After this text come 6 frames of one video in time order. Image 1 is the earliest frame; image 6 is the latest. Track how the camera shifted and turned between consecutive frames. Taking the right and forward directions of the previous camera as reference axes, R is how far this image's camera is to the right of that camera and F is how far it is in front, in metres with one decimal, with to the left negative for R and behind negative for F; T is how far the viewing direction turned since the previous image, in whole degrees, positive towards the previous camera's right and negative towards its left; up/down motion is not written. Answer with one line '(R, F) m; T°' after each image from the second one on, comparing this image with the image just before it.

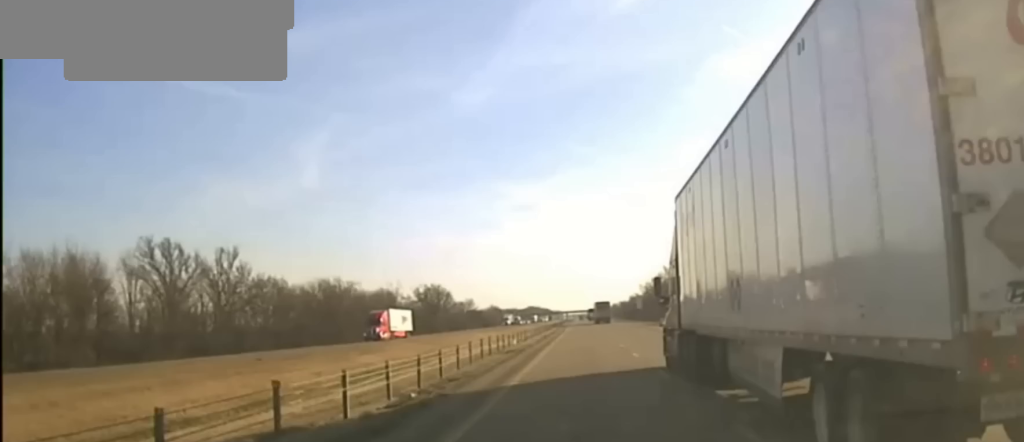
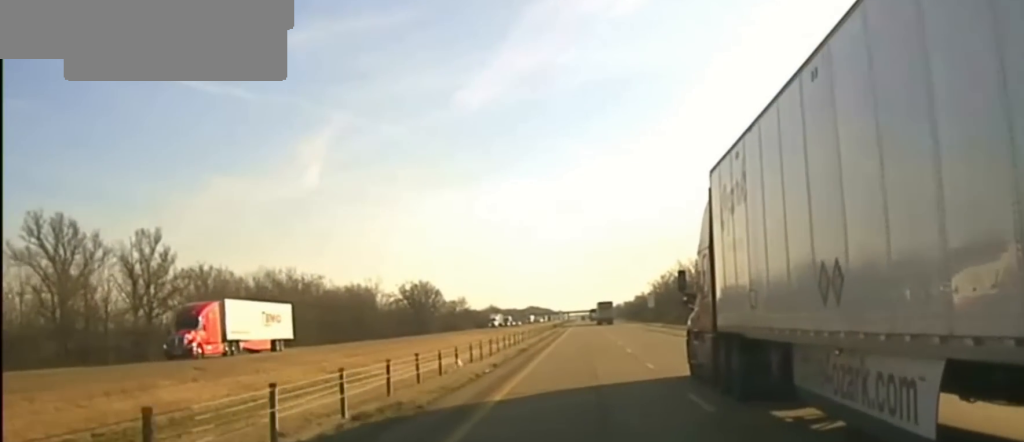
(0.0, +33.7) m; 0°
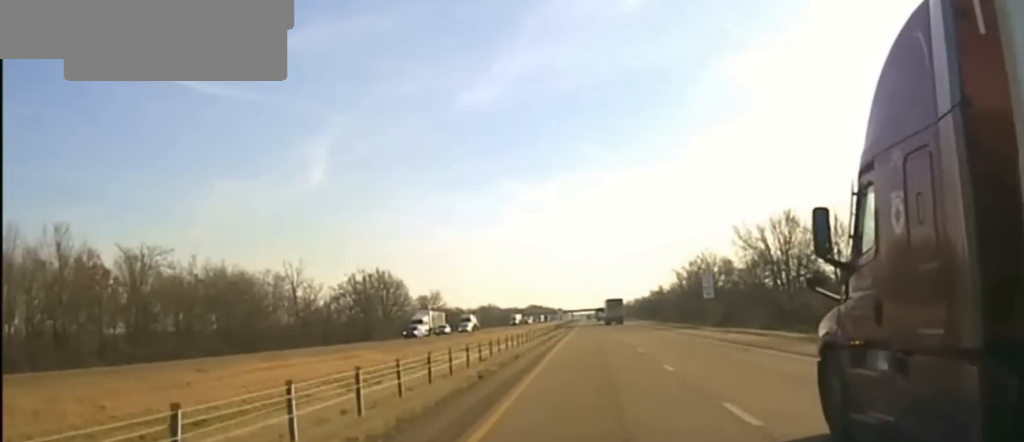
(0.0, +73.5) m; 0°
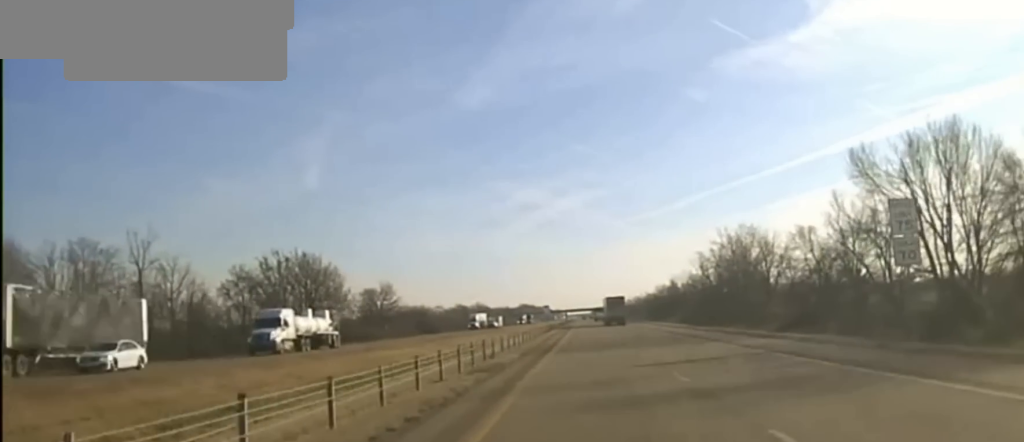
(0.0, +65.0) m; 0°
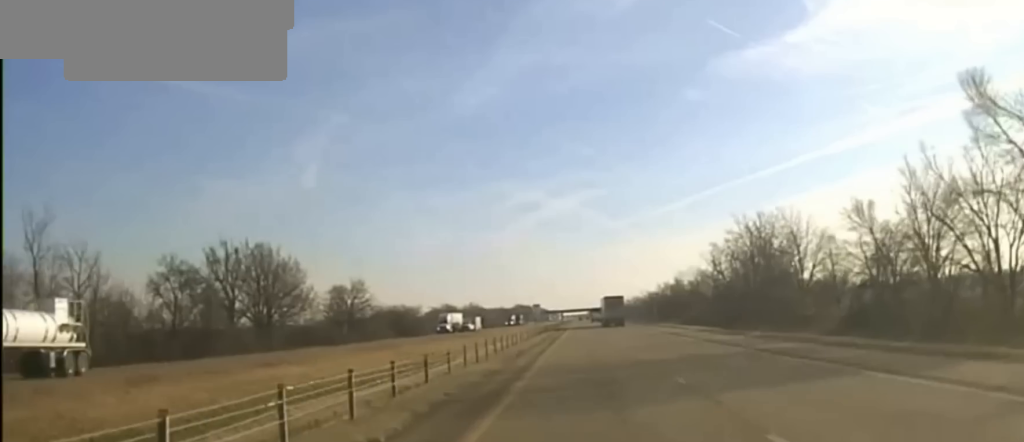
(-0.1, +24.0) m; 0°
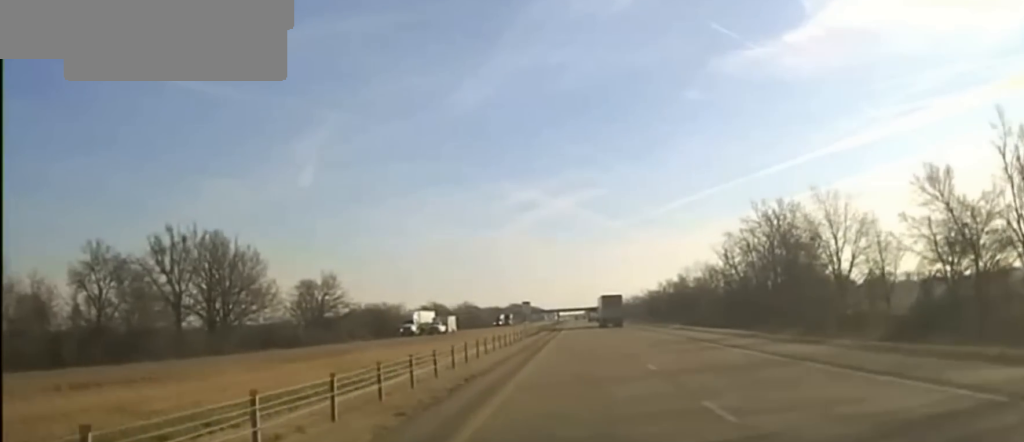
(+0.1, +17.6) m; 0°
